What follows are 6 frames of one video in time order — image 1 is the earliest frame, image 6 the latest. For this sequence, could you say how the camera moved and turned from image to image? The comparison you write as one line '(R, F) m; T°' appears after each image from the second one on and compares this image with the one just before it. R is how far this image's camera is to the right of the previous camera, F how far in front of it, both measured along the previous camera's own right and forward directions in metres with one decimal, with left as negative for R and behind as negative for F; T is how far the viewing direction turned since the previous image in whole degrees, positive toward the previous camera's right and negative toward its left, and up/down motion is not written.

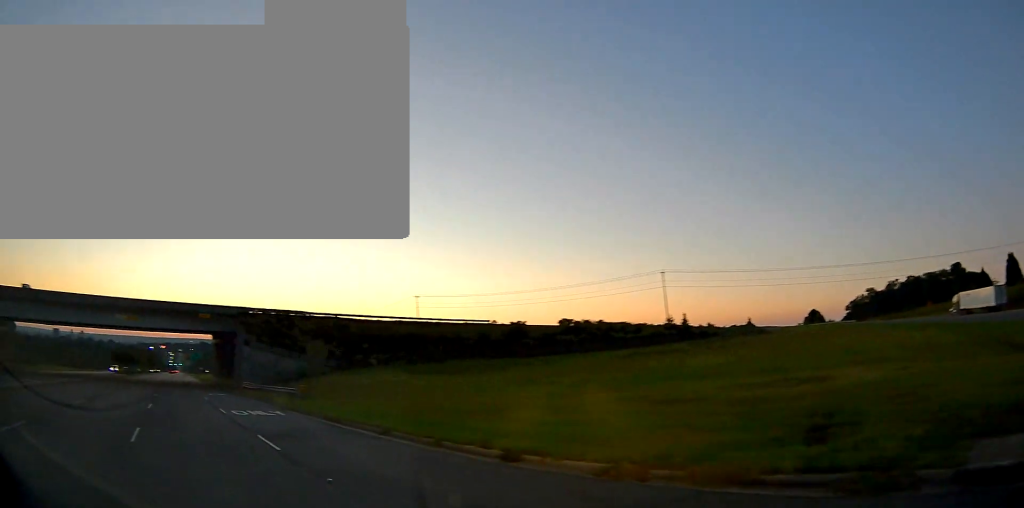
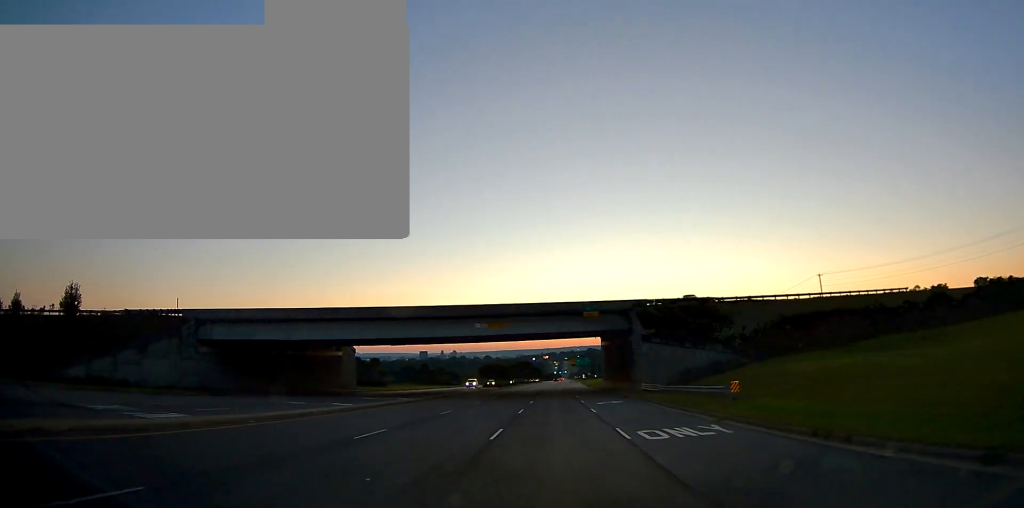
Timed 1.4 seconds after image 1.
(-4.2, +9.4) m; -33°
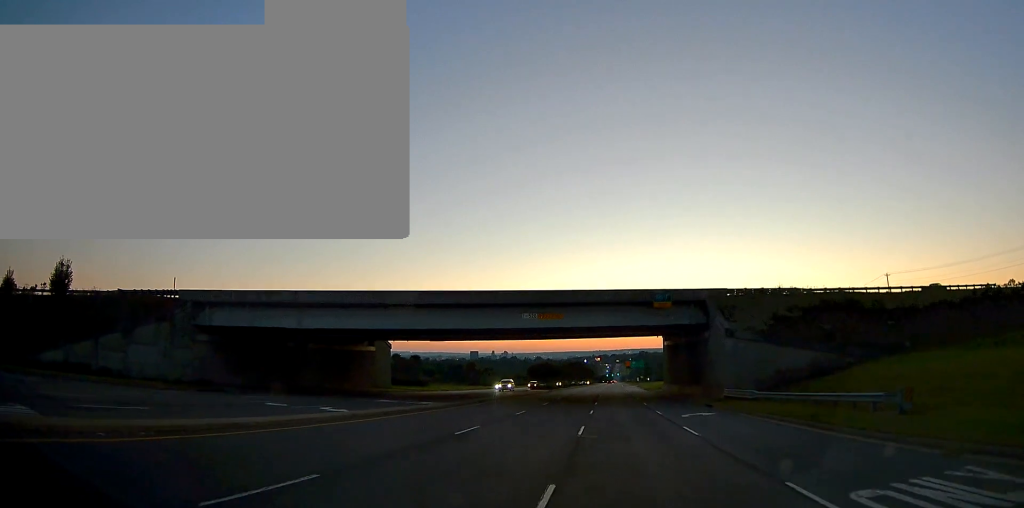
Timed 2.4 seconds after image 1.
(-0.9, +9.9) m; -4°
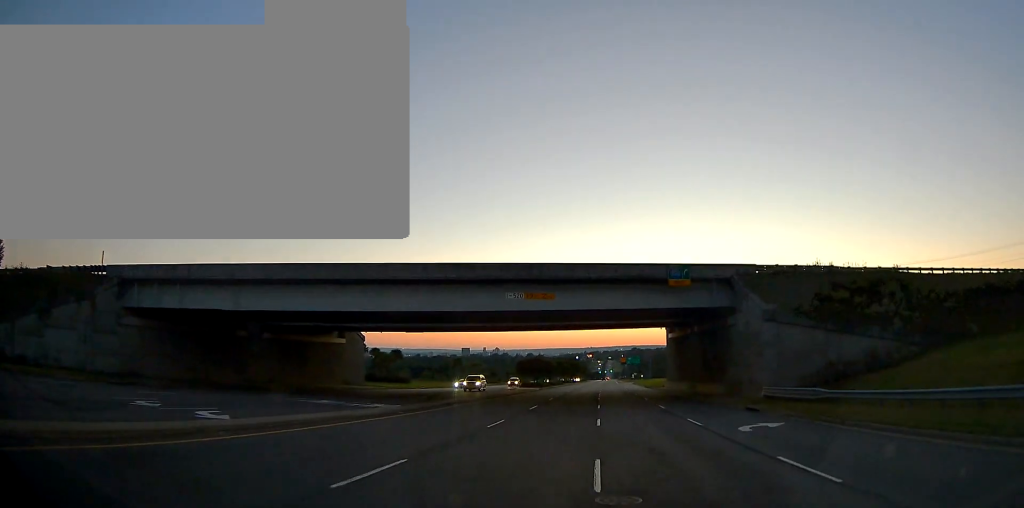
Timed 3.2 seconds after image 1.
(+0.2, +9.8) m; +1°
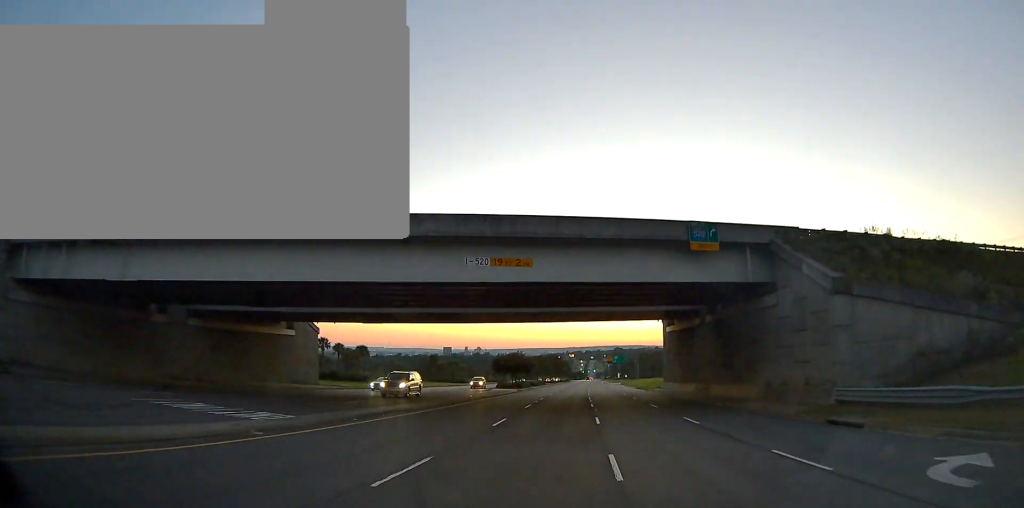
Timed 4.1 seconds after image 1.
(+0.2, +11.0) m; +1°
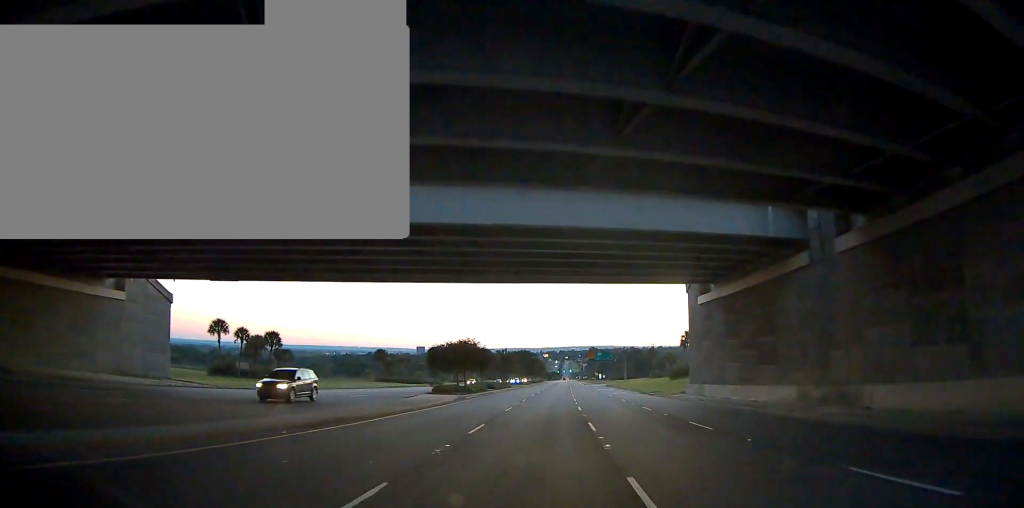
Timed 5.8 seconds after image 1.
(+0.1, +26.6) m; +1°
